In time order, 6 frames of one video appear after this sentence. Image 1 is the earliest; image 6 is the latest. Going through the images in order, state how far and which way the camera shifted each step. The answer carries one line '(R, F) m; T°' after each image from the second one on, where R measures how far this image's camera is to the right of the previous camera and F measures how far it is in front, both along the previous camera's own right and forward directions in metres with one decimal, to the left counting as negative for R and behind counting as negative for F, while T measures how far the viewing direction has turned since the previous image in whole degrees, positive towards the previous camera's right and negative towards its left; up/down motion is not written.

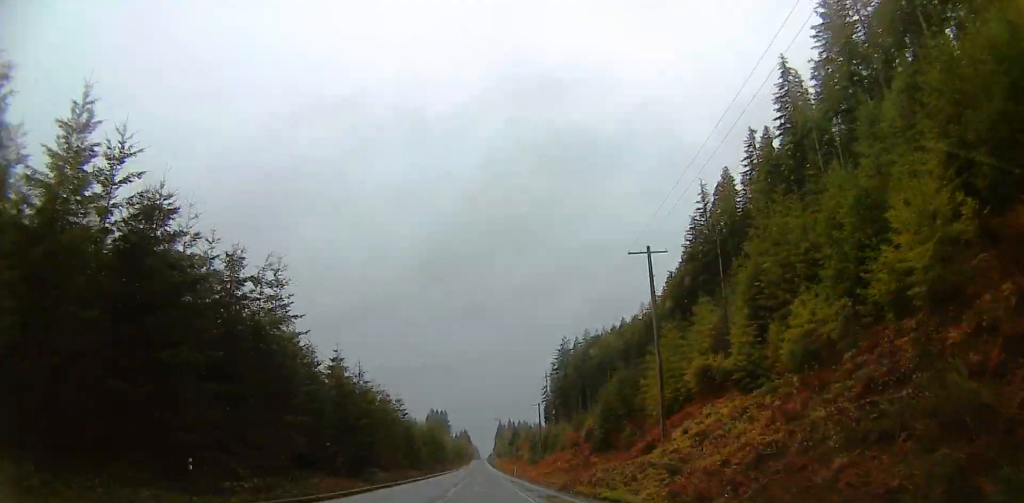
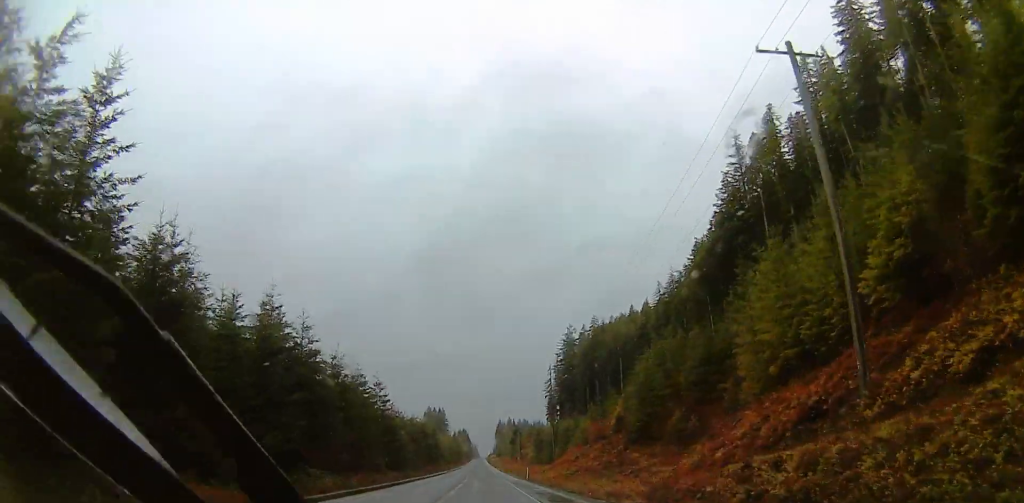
(-0.8, +22.9) m; -1°
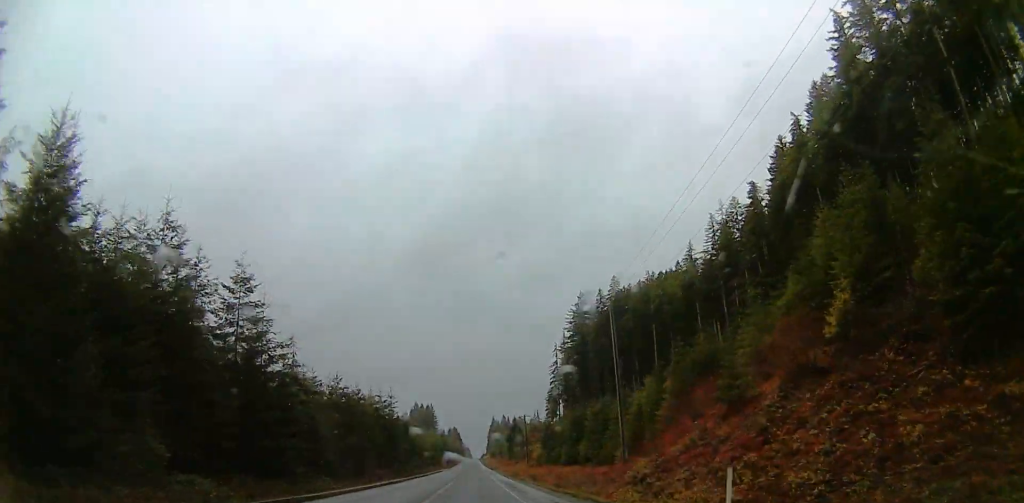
(+1.8, +50.2) m; +2°
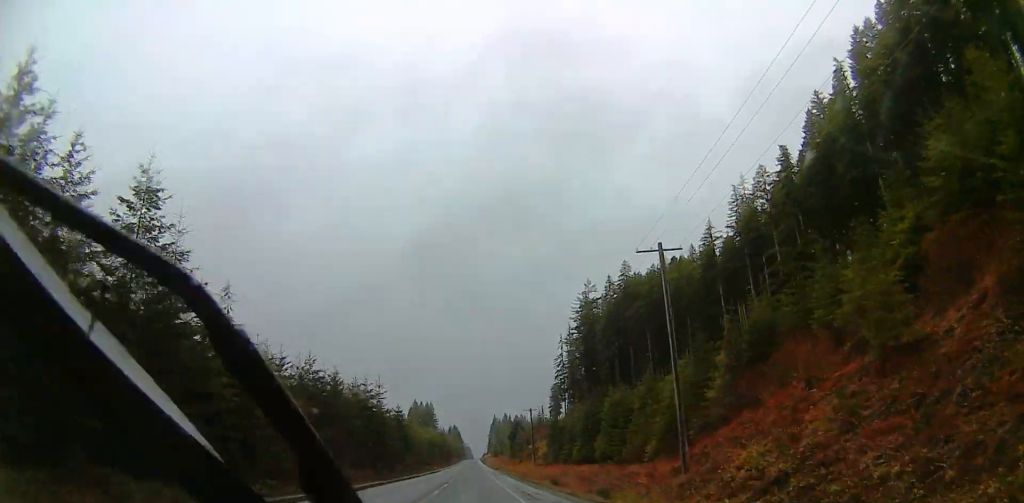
(-0.1, +14.7) m; -1°
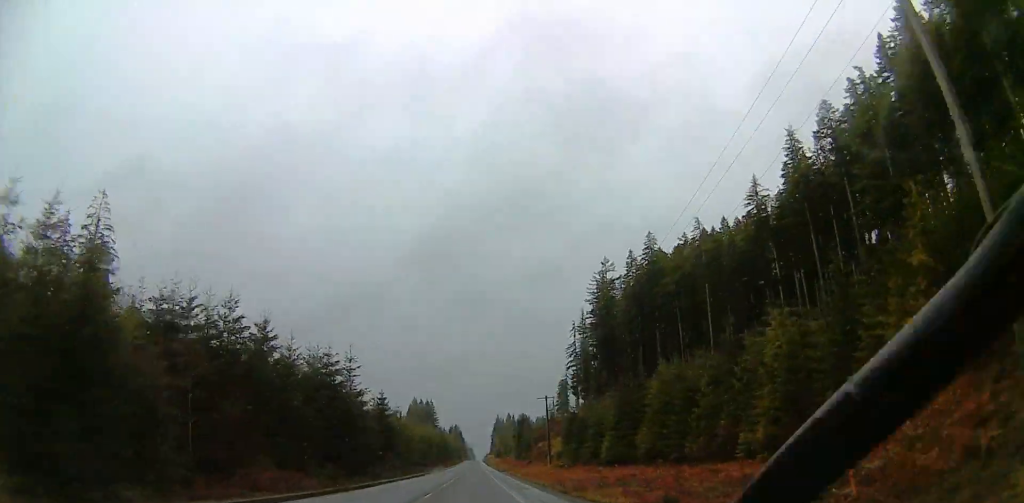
(-0.2, +28.0) m; +2°
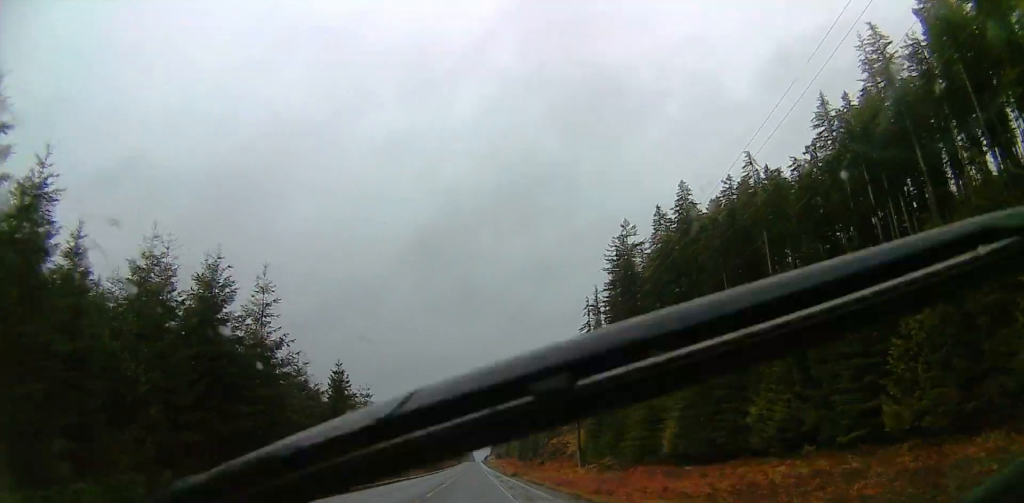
(+0.3, +36.4) m; 0°
